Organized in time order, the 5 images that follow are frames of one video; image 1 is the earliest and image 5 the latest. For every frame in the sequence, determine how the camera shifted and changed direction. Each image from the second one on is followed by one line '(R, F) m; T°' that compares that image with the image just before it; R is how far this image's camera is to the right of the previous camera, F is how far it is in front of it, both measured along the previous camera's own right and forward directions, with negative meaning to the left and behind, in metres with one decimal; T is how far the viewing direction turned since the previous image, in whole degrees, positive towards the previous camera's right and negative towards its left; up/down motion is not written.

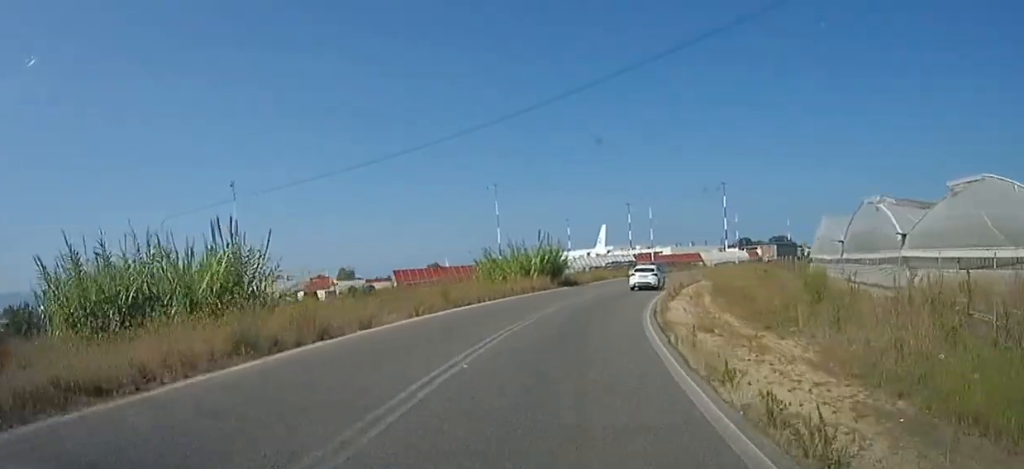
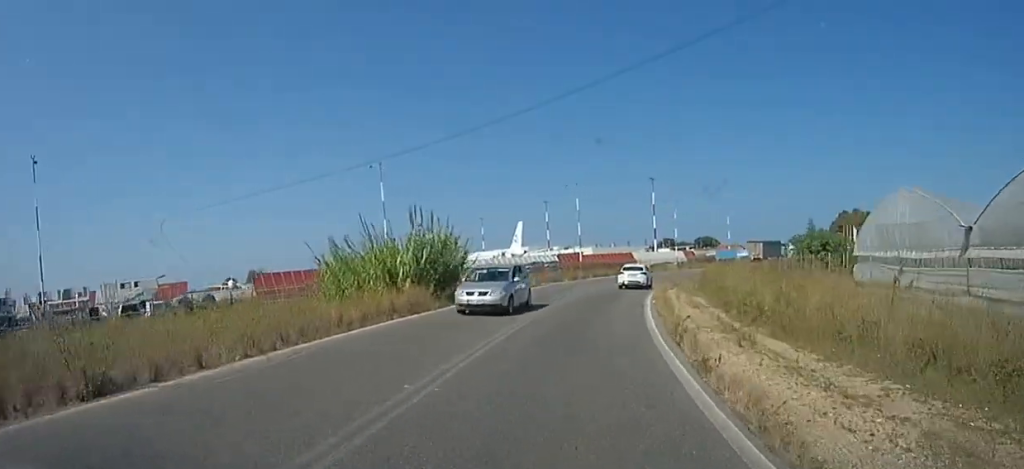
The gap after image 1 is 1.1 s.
(+1.8, +14.9) m; +14°
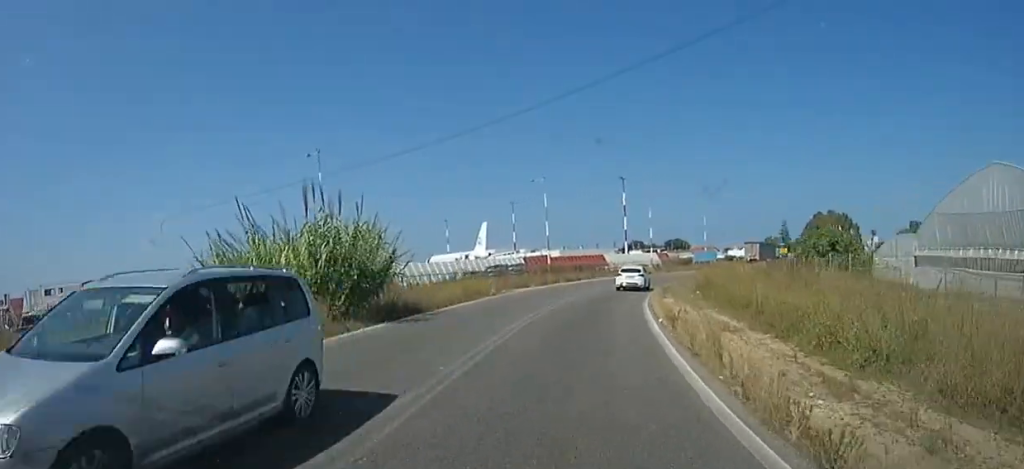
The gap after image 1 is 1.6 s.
(+0.7, +6.6) m; +3°
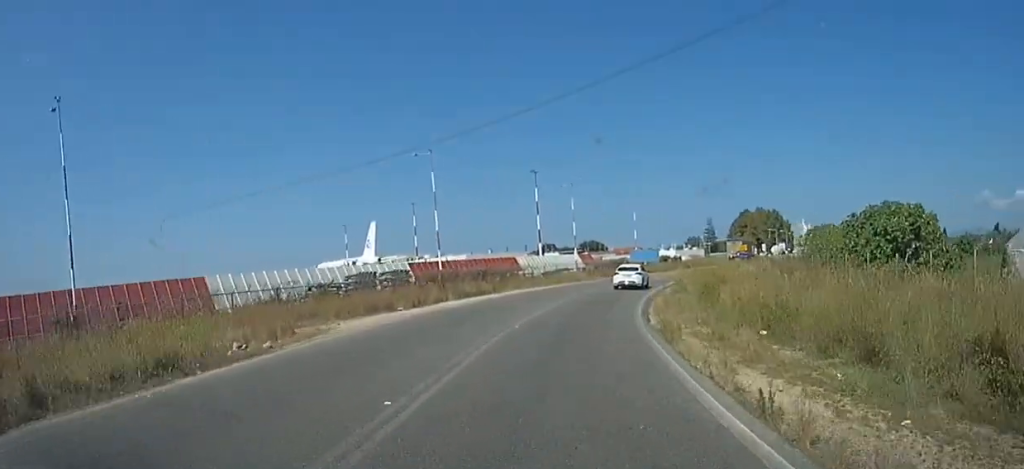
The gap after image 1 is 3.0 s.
(+0.9, +18.3) m; +9°
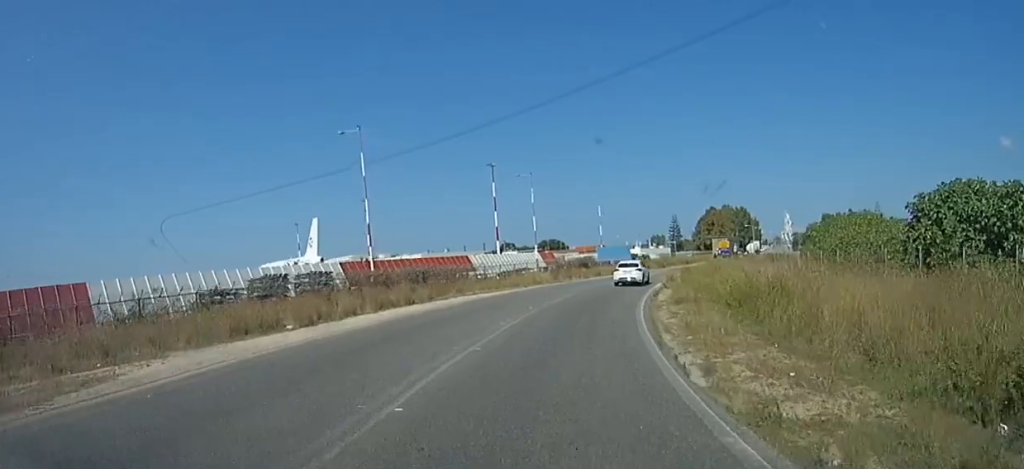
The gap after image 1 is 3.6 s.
(+0.9, +8.3) m; +4°
